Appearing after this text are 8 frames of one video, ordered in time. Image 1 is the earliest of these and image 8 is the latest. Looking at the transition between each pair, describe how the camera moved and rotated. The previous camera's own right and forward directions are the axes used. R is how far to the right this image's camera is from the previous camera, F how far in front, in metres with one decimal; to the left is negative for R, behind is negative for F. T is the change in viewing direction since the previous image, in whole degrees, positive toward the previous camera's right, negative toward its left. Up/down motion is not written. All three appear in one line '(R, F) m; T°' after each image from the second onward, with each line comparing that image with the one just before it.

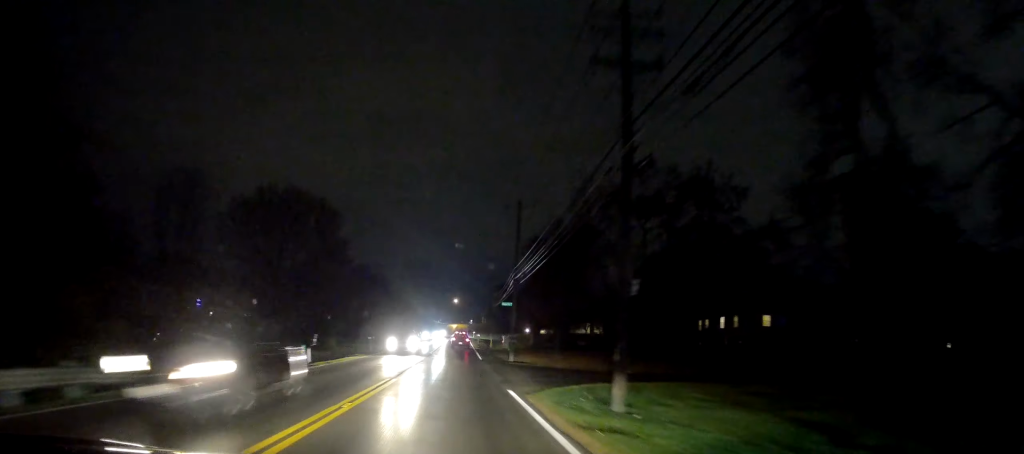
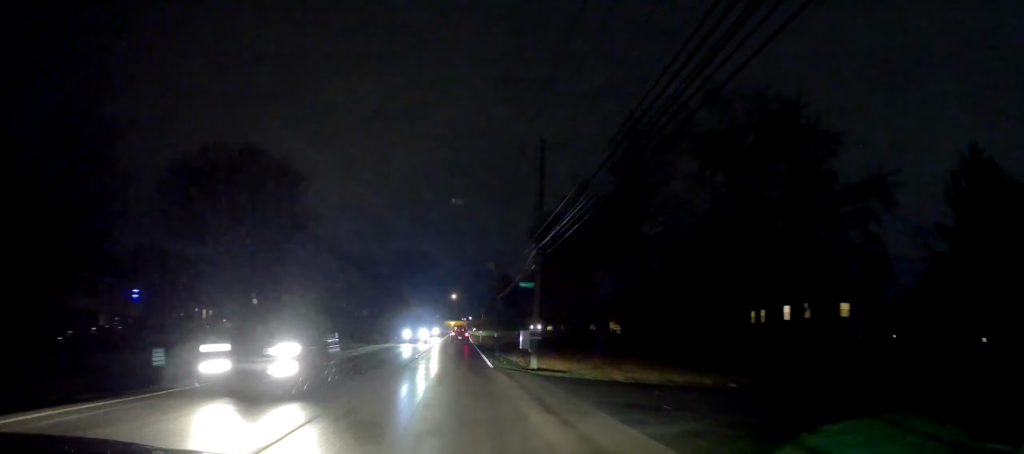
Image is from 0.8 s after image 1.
(+0.1, +13.4) m; 0°
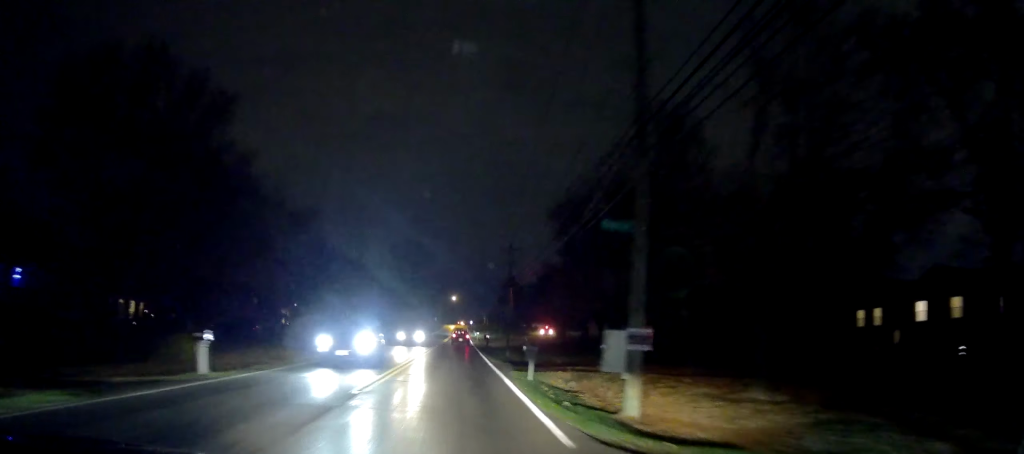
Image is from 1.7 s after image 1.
(0.0, +17.0) m; 0°
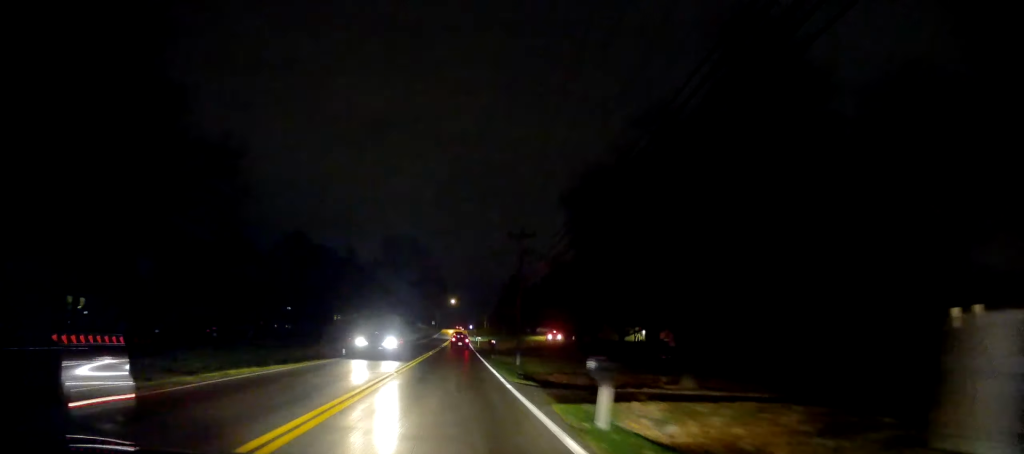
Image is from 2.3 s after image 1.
(0.0, +10.5) m; 0°
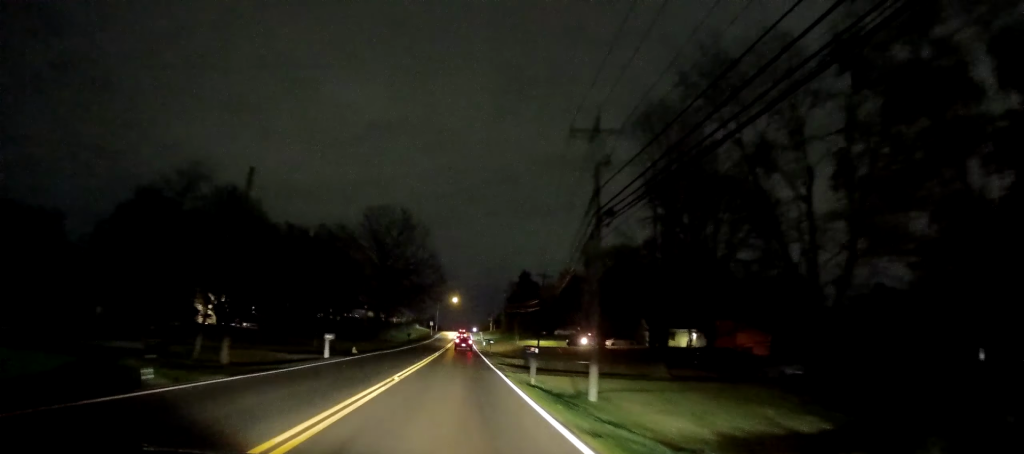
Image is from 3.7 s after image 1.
(+0.1, +23.4) m; +1°
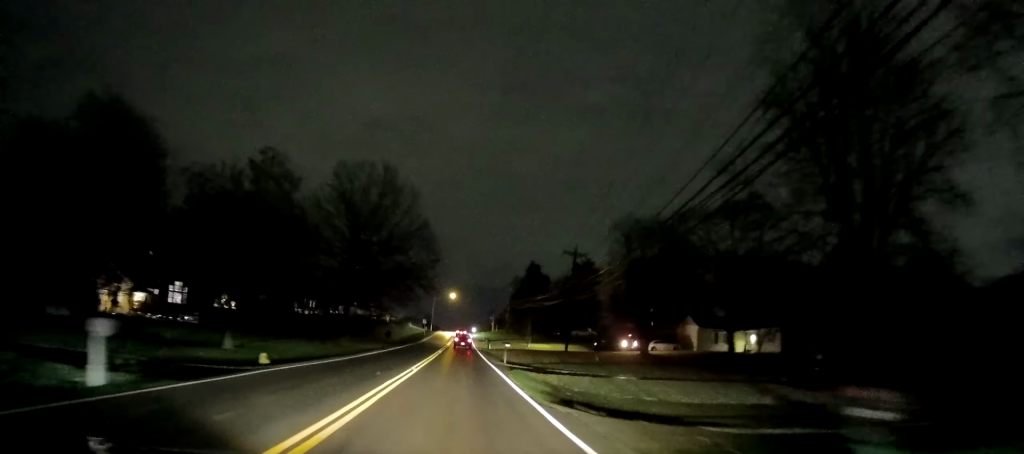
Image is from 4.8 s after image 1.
(+0.4, +19.3) m; 0°
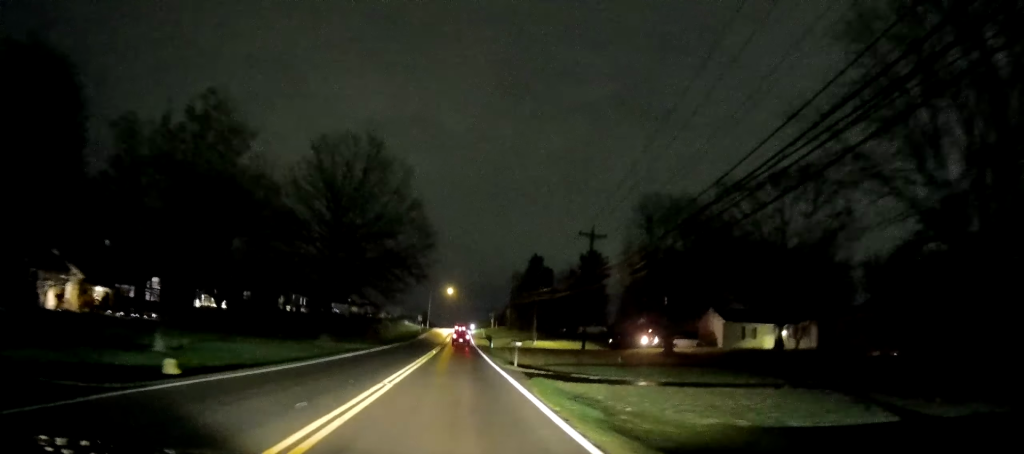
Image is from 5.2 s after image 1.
(+0.1, +7.7) m; 0°
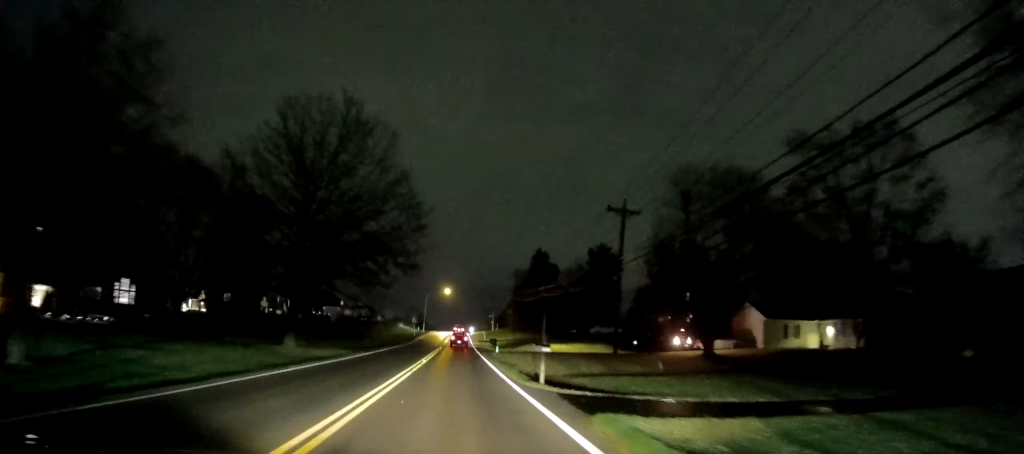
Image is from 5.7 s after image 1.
(-0.3, +9.6) m; -1°
